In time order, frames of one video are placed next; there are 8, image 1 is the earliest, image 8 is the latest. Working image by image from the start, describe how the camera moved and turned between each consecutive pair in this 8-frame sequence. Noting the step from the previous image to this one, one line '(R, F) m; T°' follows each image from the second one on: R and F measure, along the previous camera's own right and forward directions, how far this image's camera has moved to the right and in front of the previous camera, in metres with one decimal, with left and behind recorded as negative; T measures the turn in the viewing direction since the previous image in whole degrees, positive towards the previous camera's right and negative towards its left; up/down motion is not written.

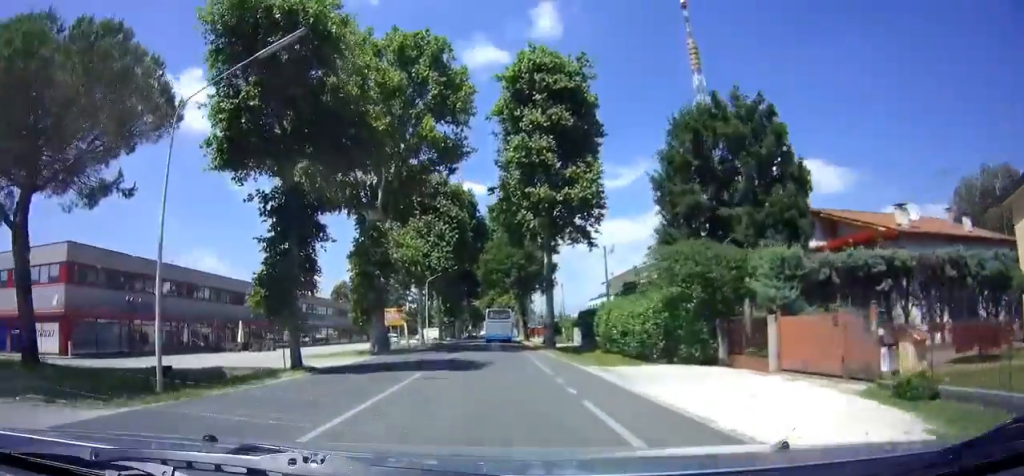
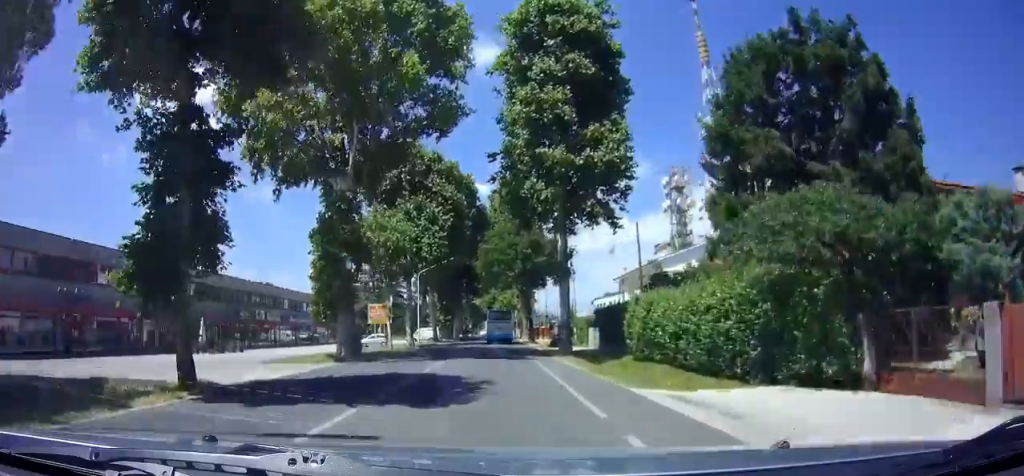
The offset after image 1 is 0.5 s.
(0.0, +7.5) m; 0°
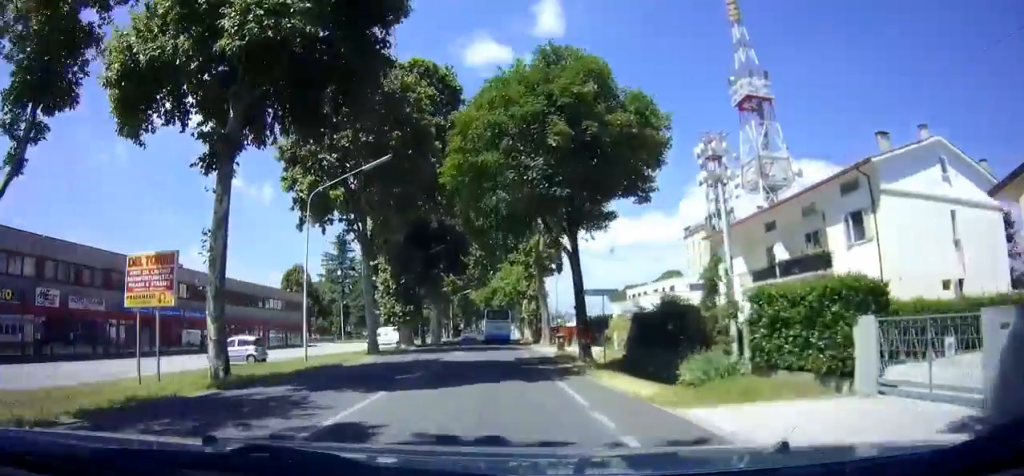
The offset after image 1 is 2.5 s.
(-0.1, +32.4) m; -1°
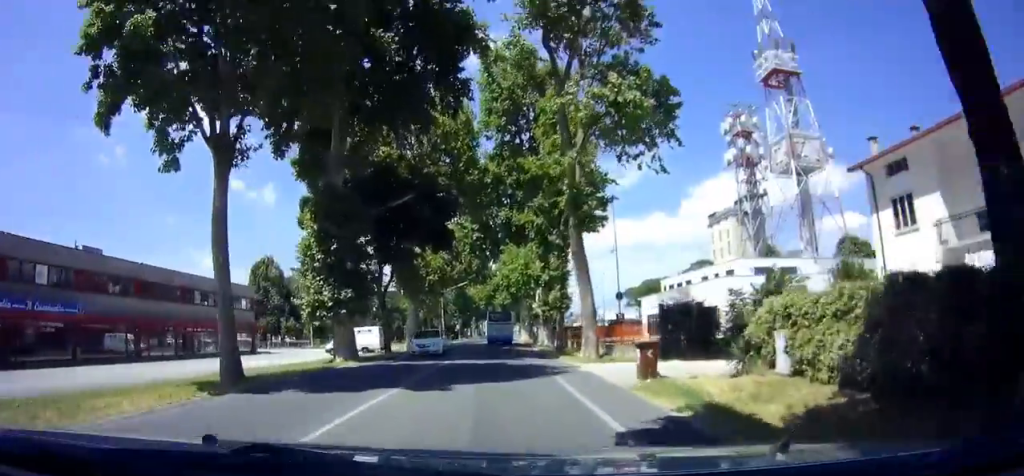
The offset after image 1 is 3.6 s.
(0.0, +18.9) m; 0°
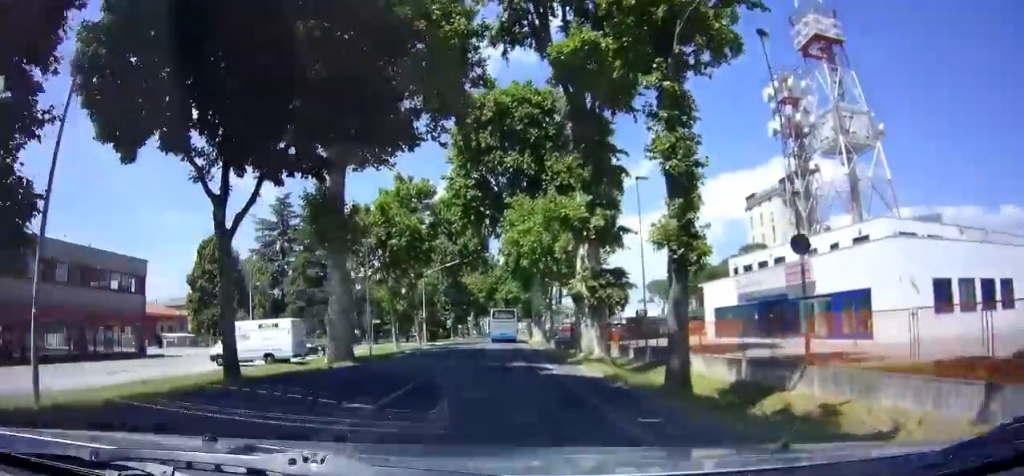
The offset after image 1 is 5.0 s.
(0.0, +21.6) m; 0°
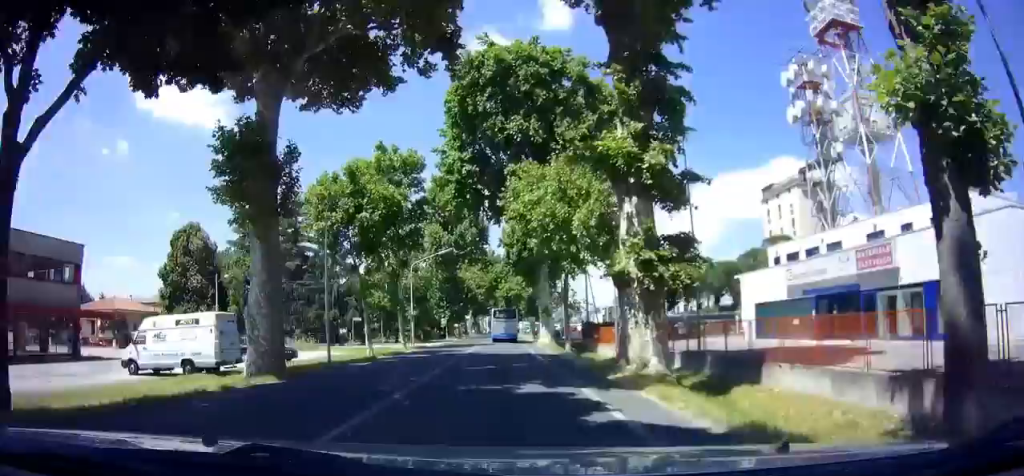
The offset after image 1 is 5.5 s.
(0.0, +8.7) m; 0°
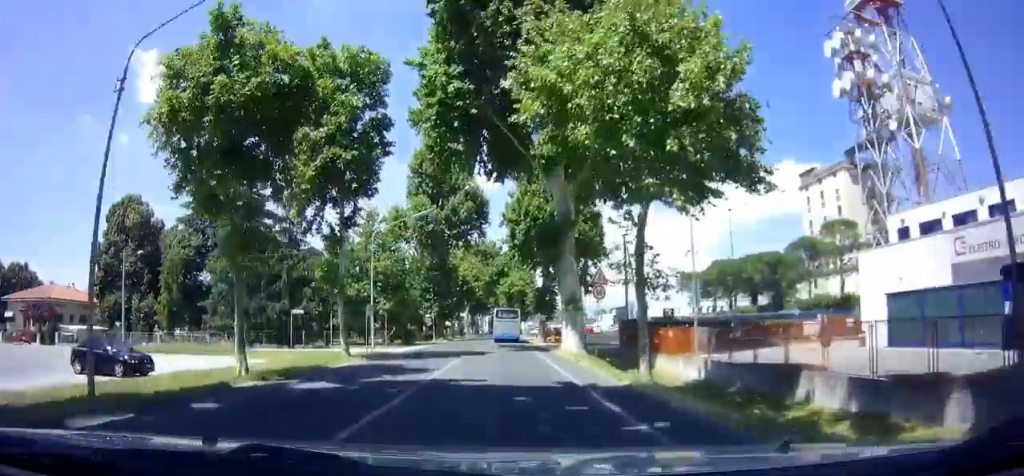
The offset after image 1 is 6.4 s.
(0.0, +15.3) m; 0°
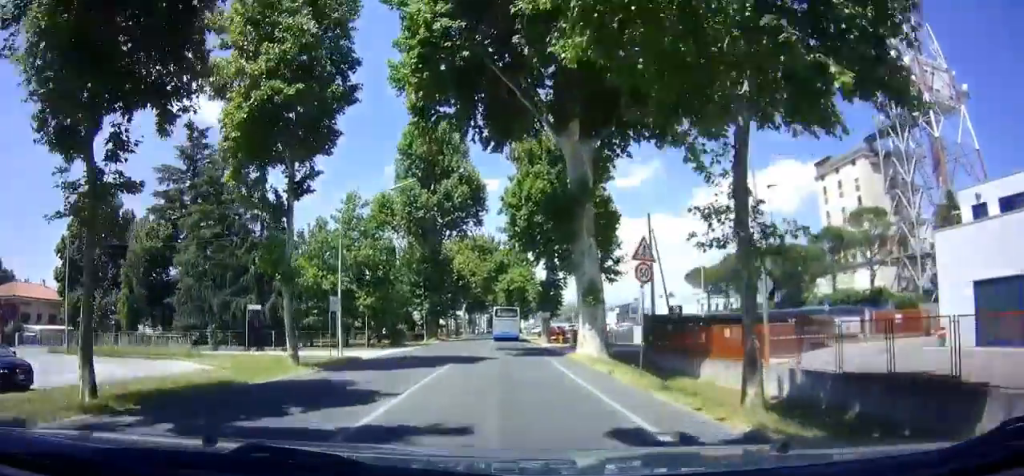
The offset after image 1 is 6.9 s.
(0.0, +7.7) m; 0°
